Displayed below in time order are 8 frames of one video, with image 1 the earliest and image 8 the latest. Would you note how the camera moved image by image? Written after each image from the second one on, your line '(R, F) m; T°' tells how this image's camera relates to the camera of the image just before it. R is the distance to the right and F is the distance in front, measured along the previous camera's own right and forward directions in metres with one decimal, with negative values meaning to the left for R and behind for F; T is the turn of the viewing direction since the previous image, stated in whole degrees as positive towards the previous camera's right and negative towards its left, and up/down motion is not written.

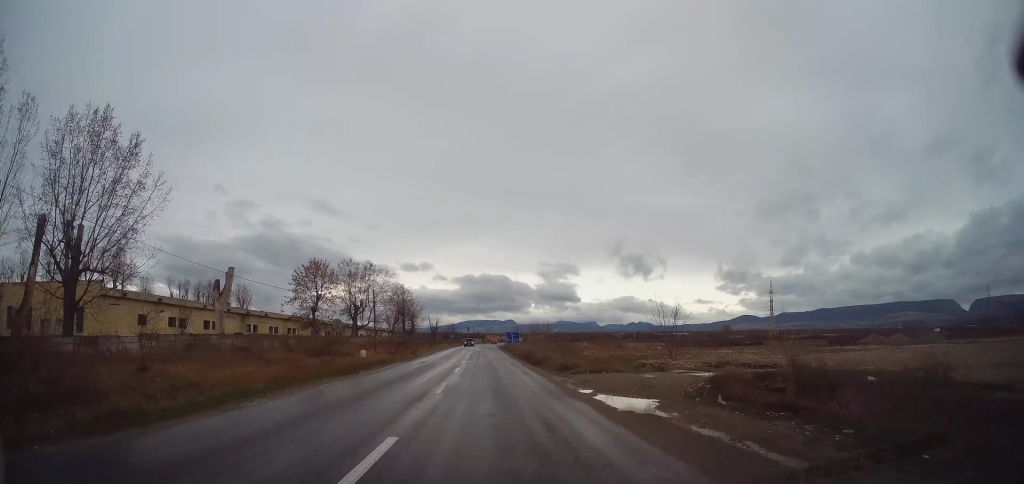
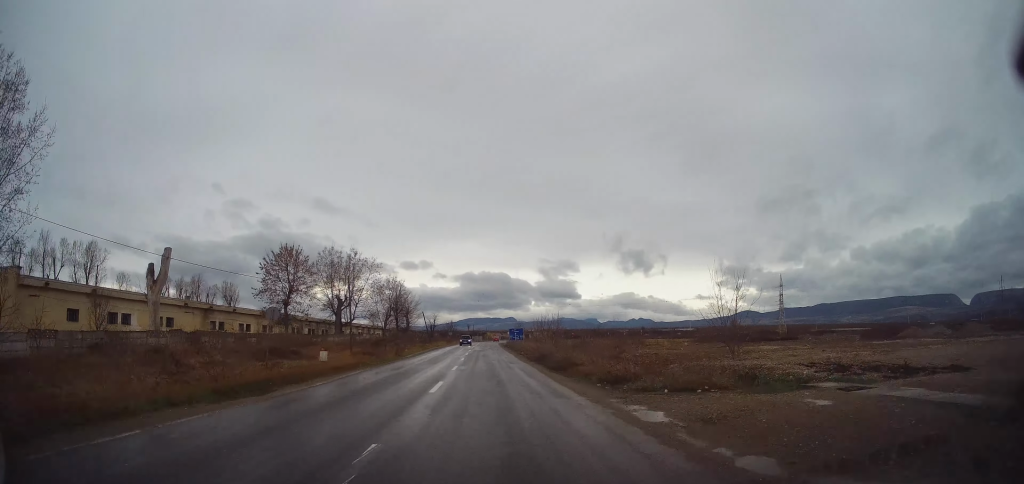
(-0.1, +9.8) m; 0°
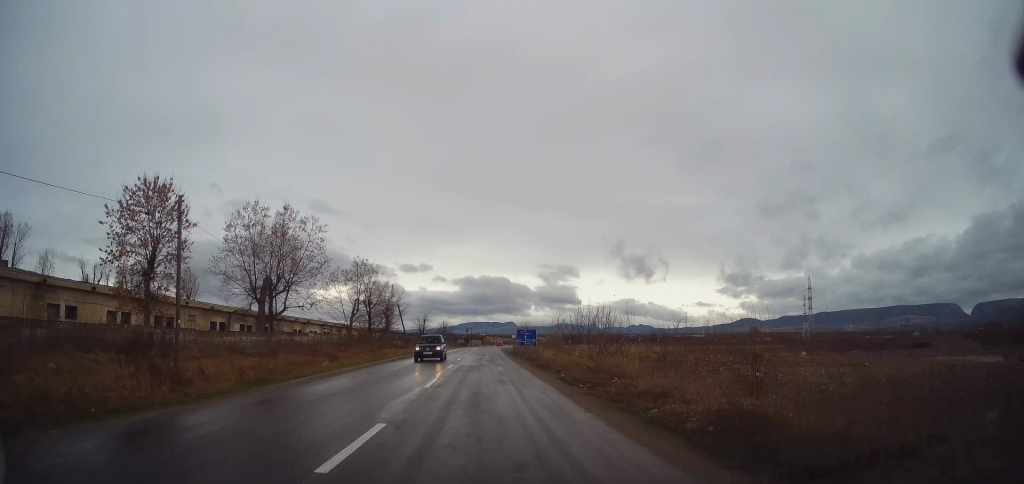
(0.0, +25.2) m; 0°
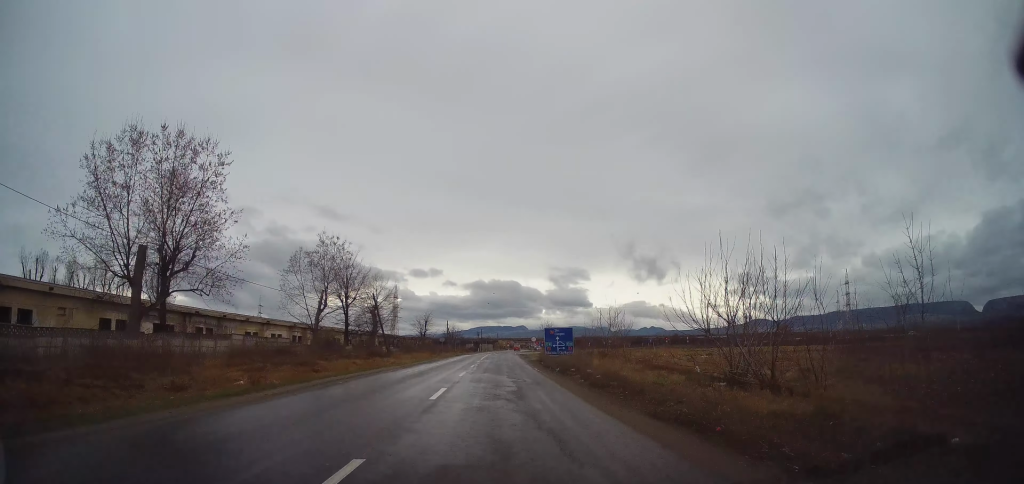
(-0.2, +20.4) m; 0°
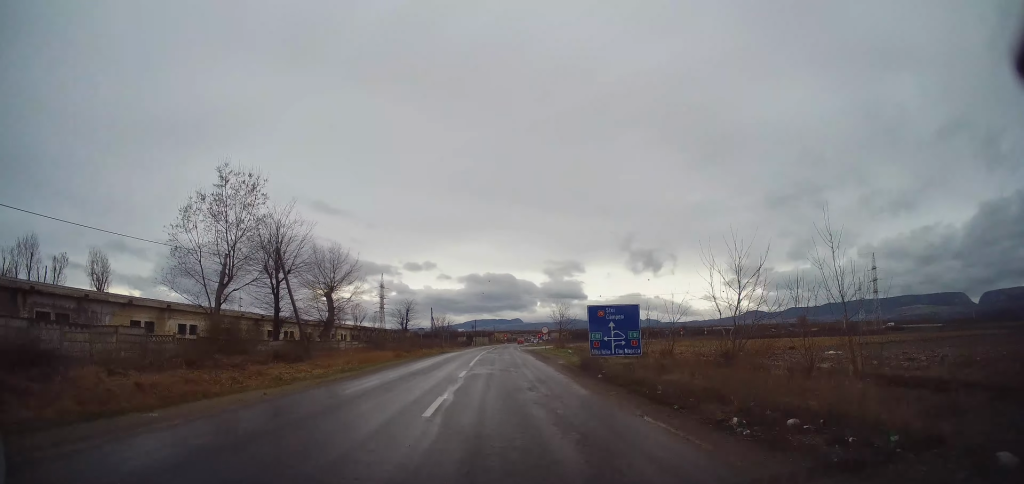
(+0.3, +21.7) m; +1°
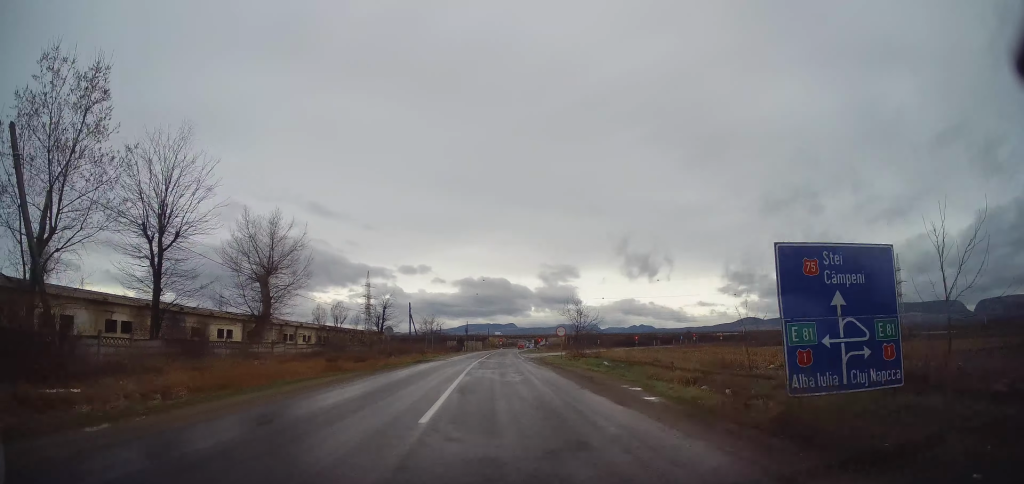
(0.0, +17.2) m; 0°
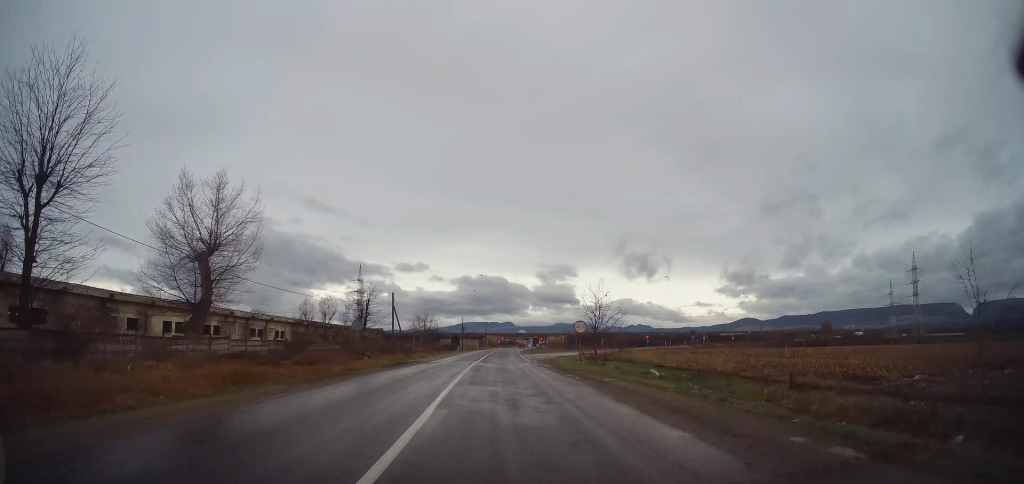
(-0.4, +9.8) m; 0°
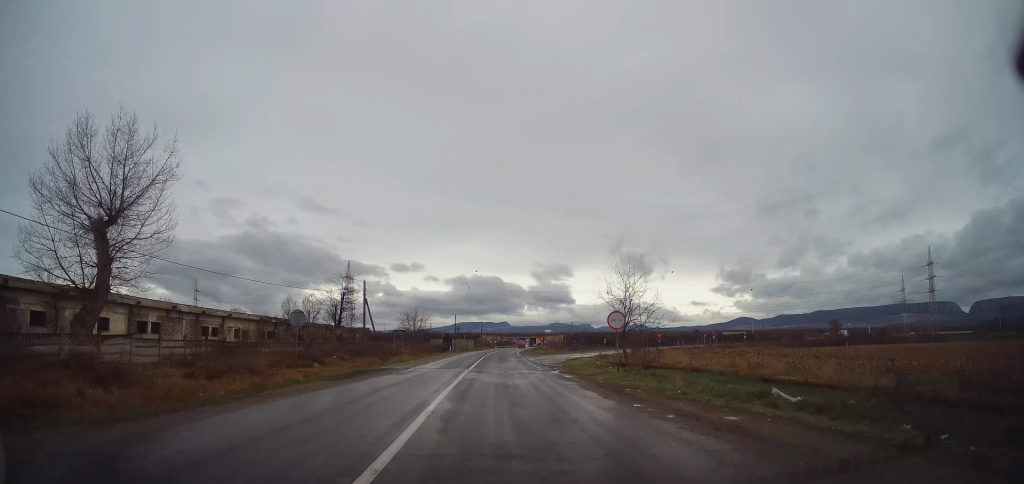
(+0.4, +10.2) m; +1°
